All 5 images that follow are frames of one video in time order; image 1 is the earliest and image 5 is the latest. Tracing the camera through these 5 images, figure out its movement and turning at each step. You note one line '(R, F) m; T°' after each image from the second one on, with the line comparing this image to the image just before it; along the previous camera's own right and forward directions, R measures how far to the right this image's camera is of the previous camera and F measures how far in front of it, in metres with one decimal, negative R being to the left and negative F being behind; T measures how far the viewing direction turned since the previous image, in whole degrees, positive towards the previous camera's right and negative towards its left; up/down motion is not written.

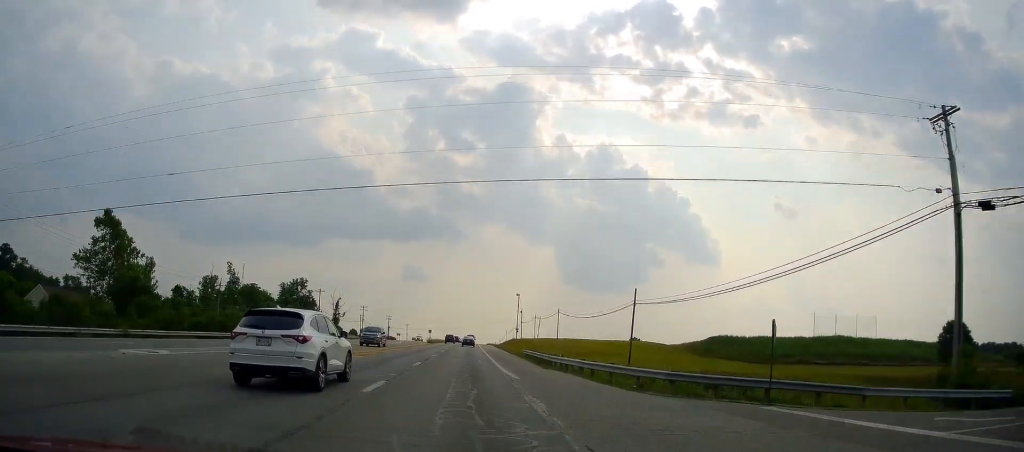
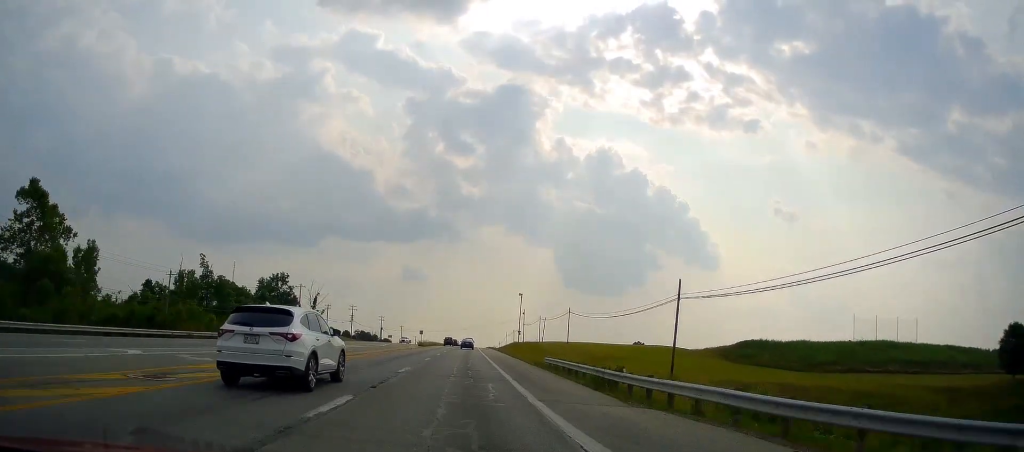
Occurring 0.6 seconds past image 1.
(-0.1, +16.7) m; +1°
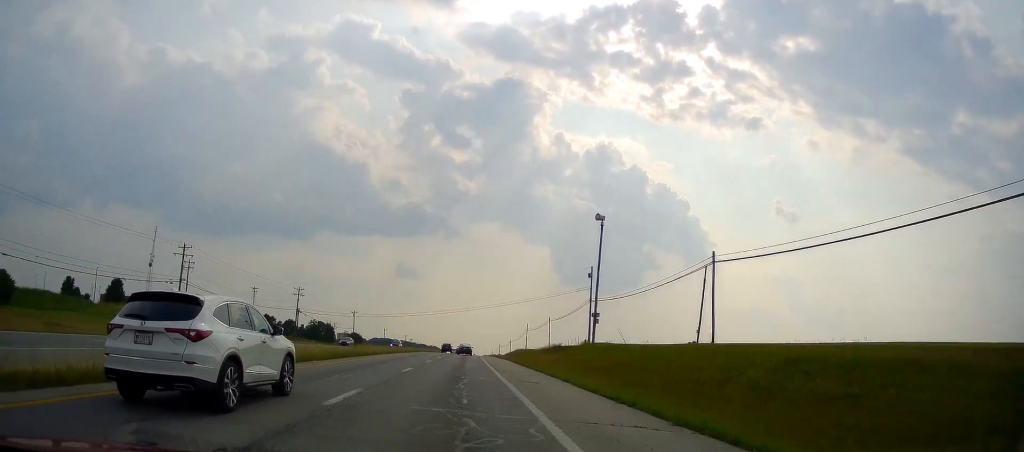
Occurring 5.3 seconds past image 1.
(+0.8, +119.5) m; 0°
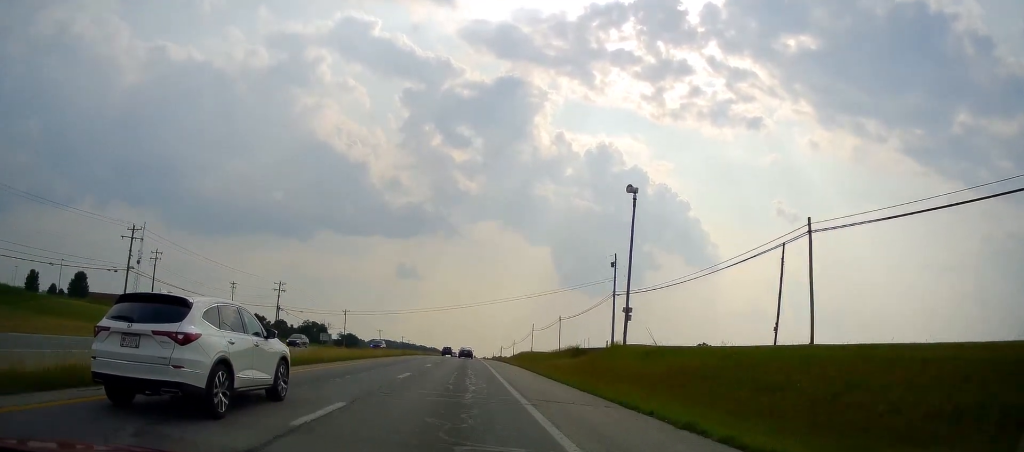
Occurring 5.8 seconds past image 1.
(-0.2, +14.3) m; 0°
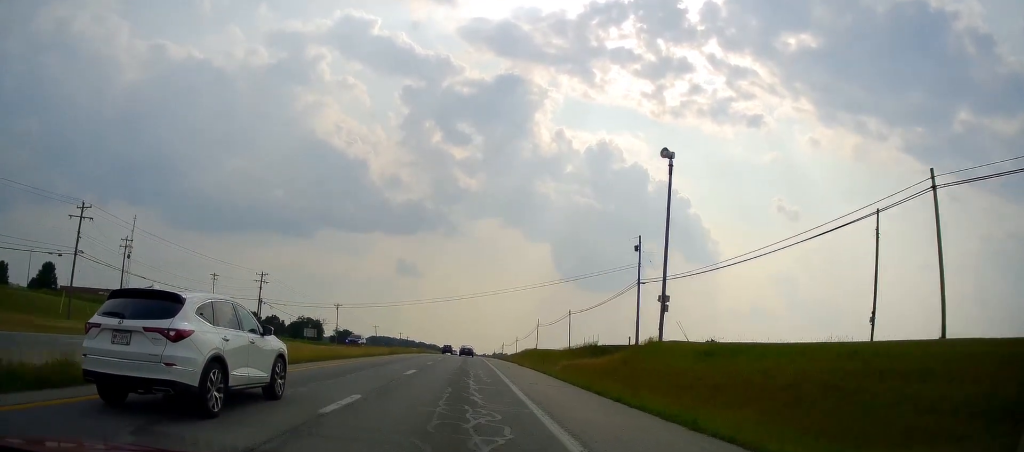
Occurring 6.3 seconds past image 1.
(+0.1, +10.8) m; 0°
